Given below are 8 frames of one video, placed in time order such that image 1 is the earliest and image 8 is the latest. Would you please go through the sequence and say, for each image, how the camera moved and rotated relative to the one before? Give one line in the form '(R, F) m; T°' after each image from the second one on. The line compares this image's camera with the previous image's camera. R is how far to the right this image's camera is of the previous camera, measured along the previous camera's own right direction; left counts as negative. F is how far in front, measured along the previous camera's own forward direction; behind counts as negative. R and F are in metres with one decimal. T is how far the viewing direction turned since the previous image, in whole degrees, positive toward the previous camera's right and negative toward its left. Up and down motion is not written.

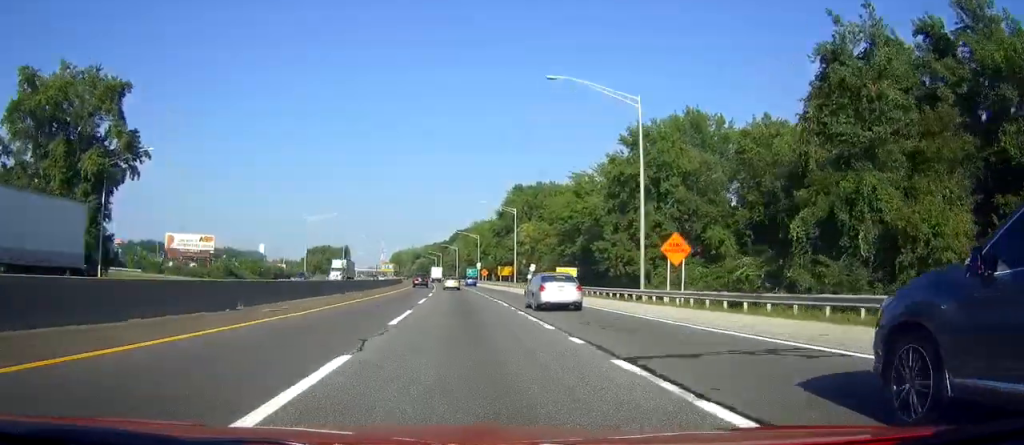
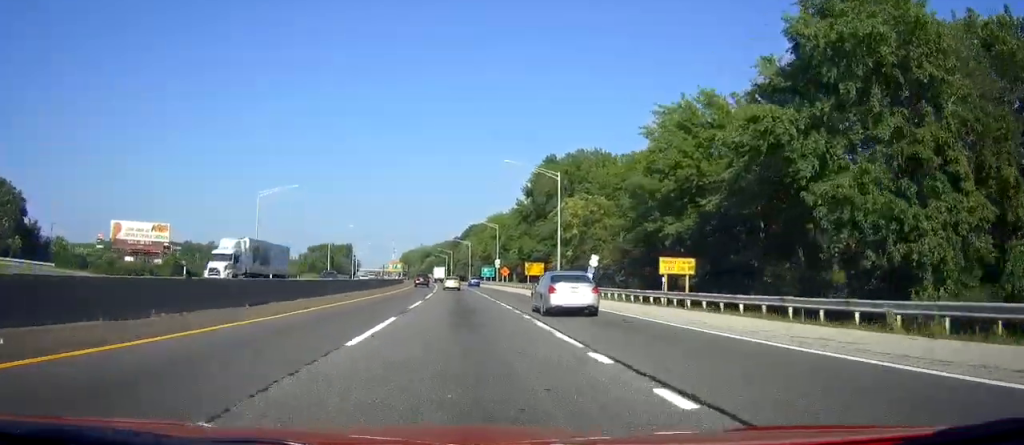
(-0.9, +34.9) m; -3°
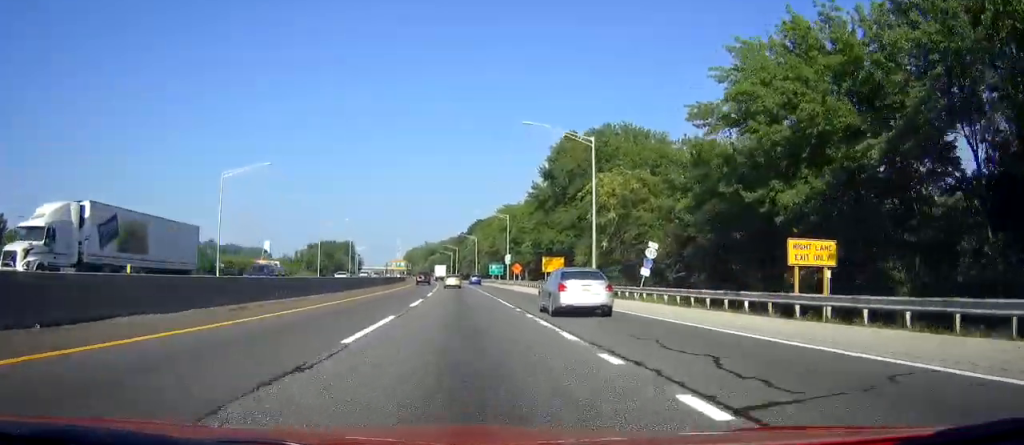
(-0.1, +15.3) m; -1°
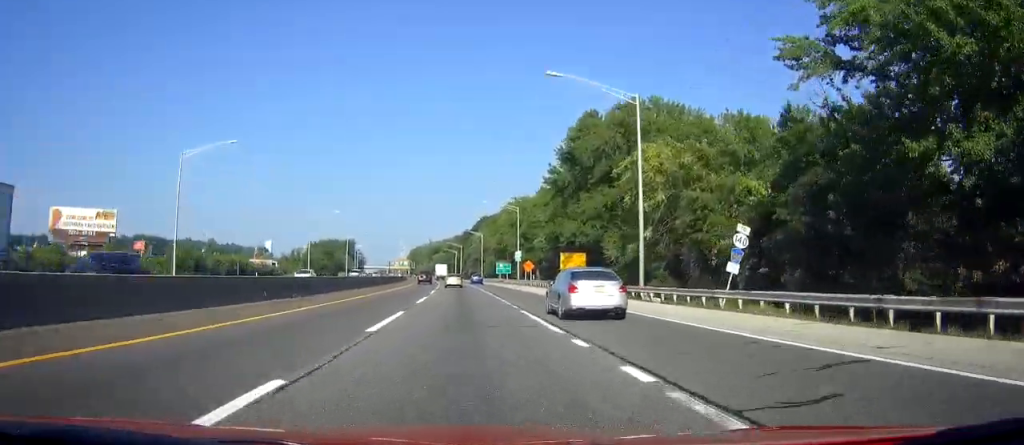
(-0.1, +12.4) m; 0°
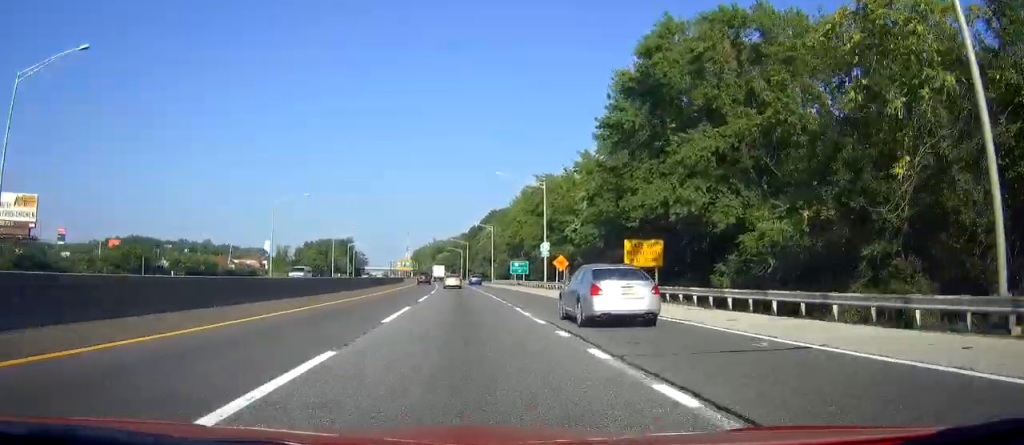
(0.0, +27.9) m; 0°
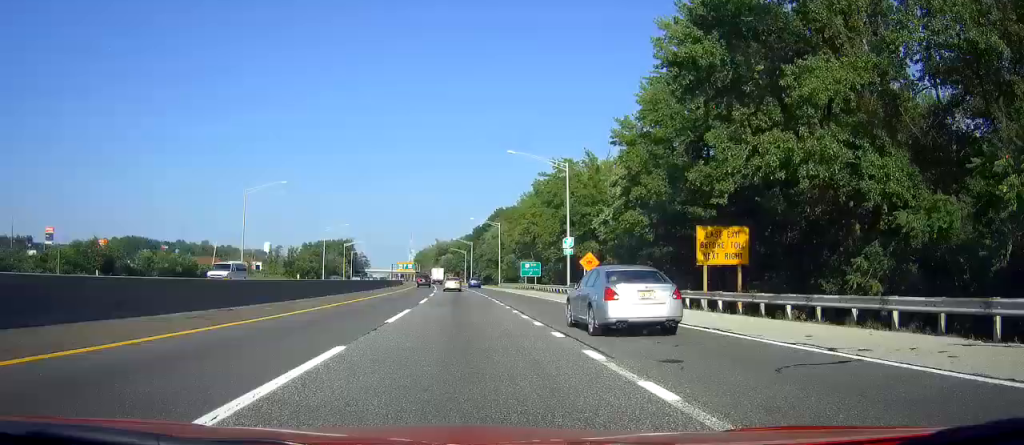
(0.0, +14.4) m; 0°
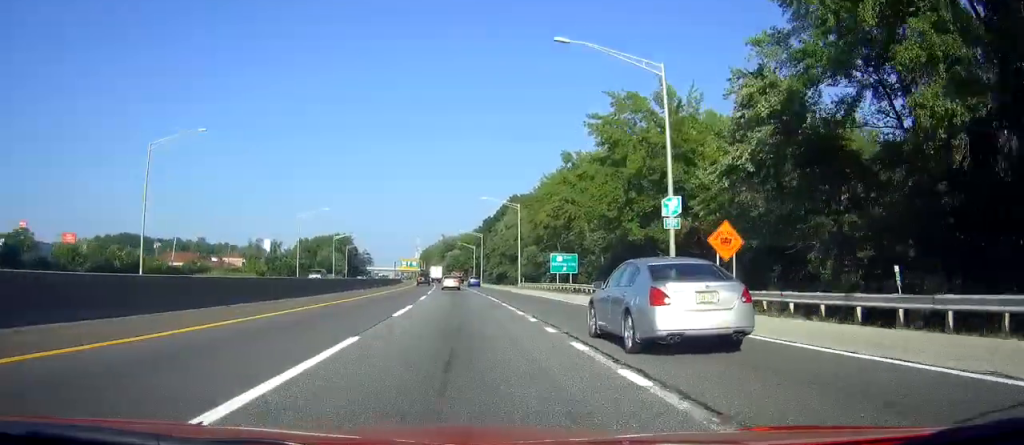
(-0.3, +28.9) m; -1°
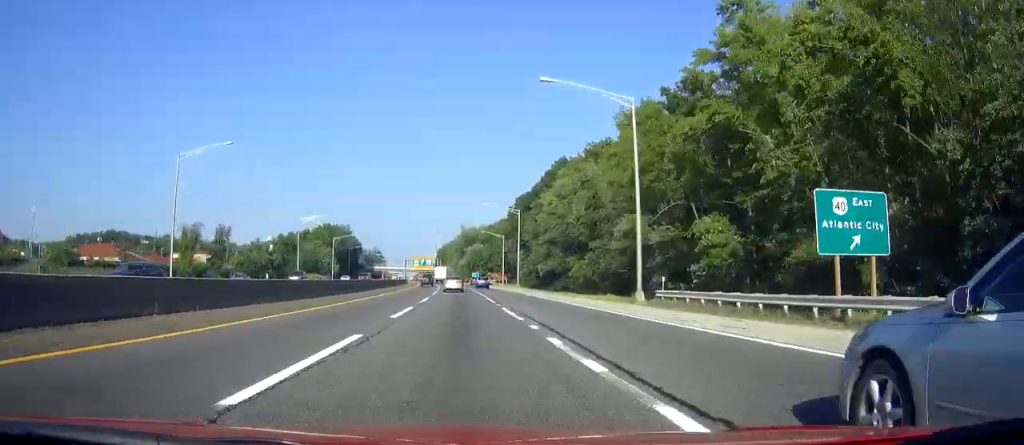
(-0.6, +58.0) m; -1°
